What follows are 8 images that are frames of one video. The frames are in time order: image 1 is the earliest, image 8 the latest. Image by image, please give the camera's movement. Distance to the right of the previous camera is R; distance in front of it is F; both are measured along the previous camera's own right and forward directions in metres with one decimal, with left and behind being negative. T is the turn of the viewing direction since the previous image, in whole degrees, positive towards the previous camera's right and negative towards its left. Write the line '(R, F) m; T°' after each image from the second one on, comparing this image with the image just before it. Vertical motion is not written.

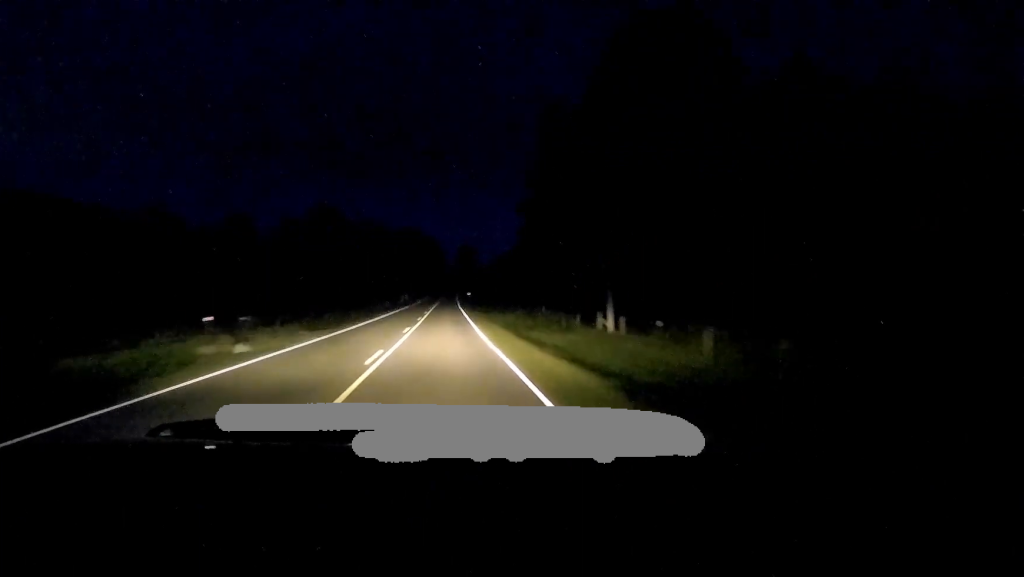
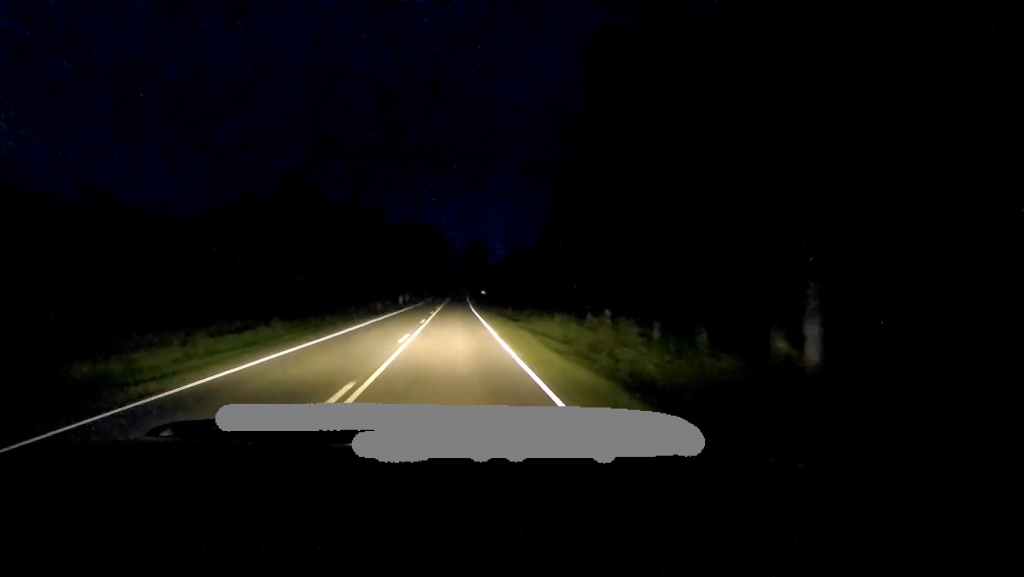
(+0.1, +18.7) m; 0°
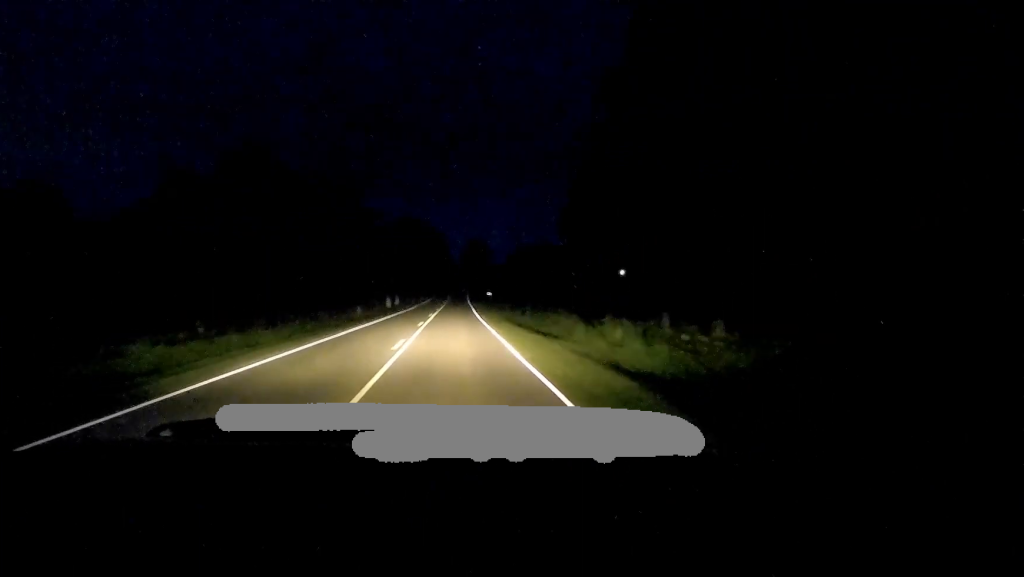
(+0.1, +14.4) m; -1°
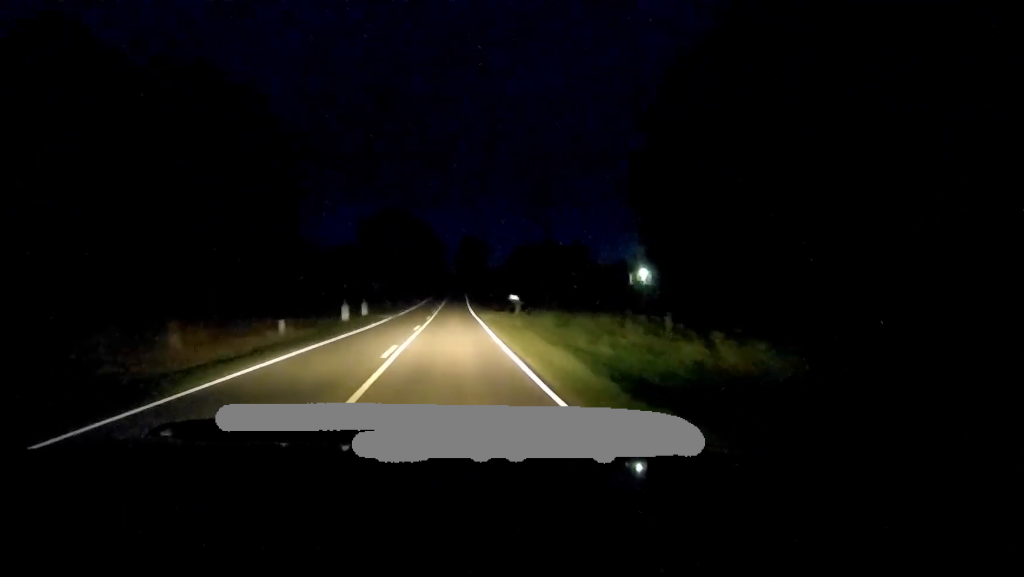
(-0.5, +25.3) m; 0°
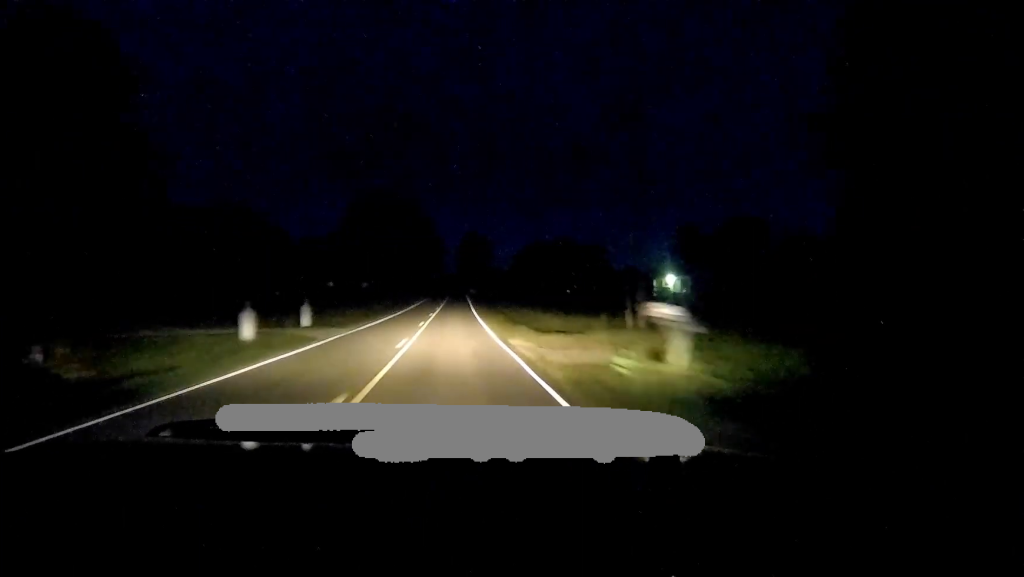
(+0.5, +21.1) m; 0°
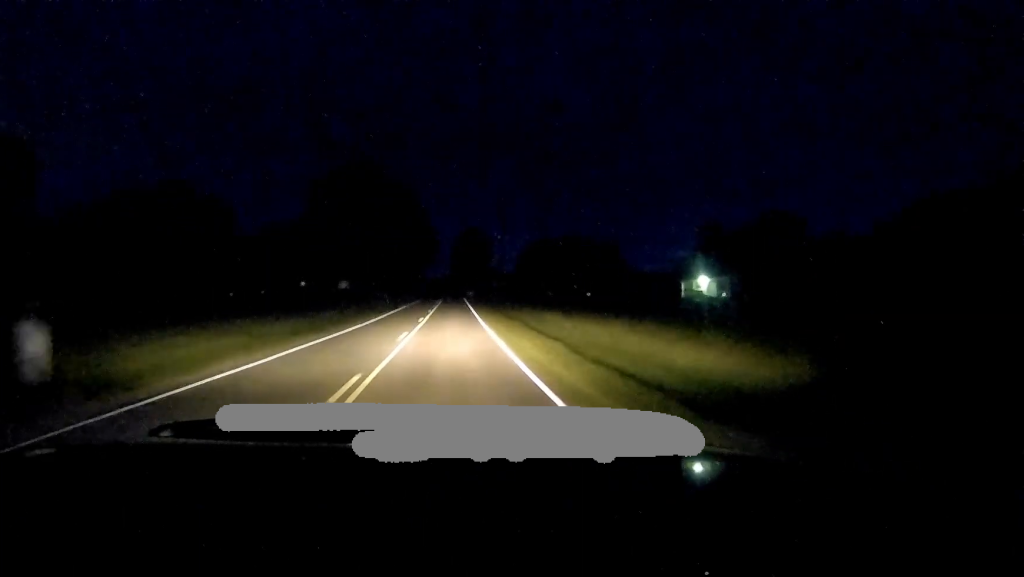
(-0.5, +21.9) m; 0°
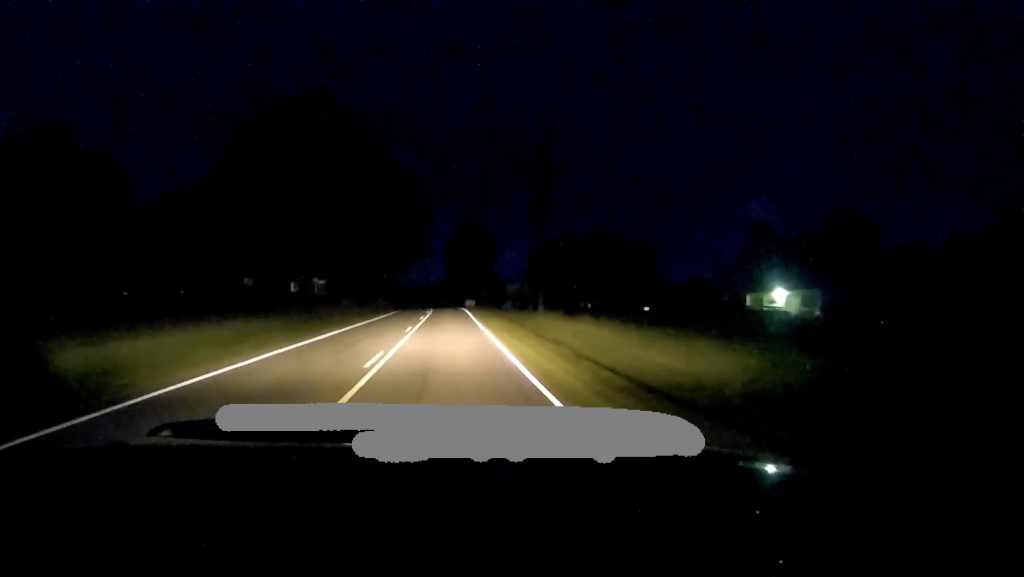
(+0.5, +32.2) m; +1°
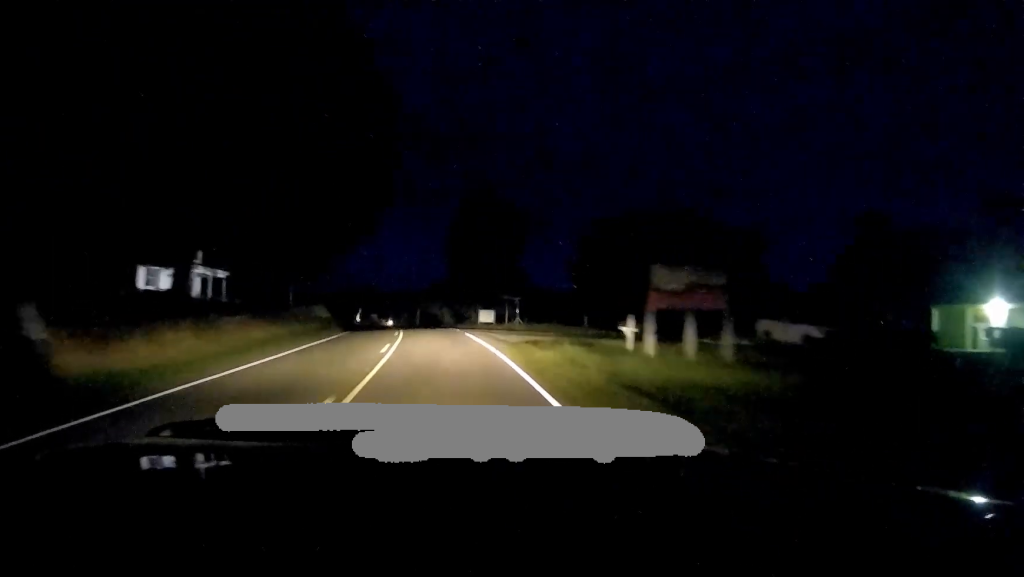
(+0.2, +43.6) m; 0°
